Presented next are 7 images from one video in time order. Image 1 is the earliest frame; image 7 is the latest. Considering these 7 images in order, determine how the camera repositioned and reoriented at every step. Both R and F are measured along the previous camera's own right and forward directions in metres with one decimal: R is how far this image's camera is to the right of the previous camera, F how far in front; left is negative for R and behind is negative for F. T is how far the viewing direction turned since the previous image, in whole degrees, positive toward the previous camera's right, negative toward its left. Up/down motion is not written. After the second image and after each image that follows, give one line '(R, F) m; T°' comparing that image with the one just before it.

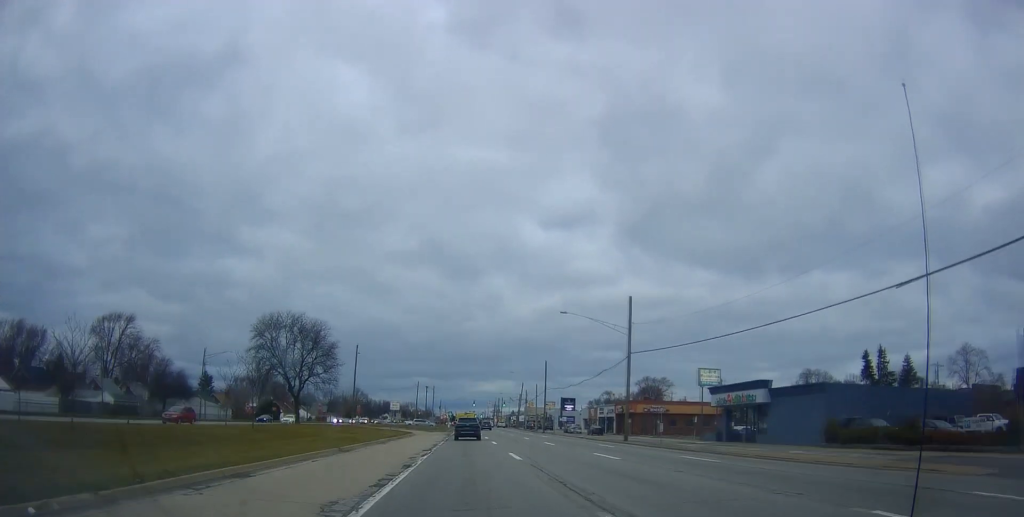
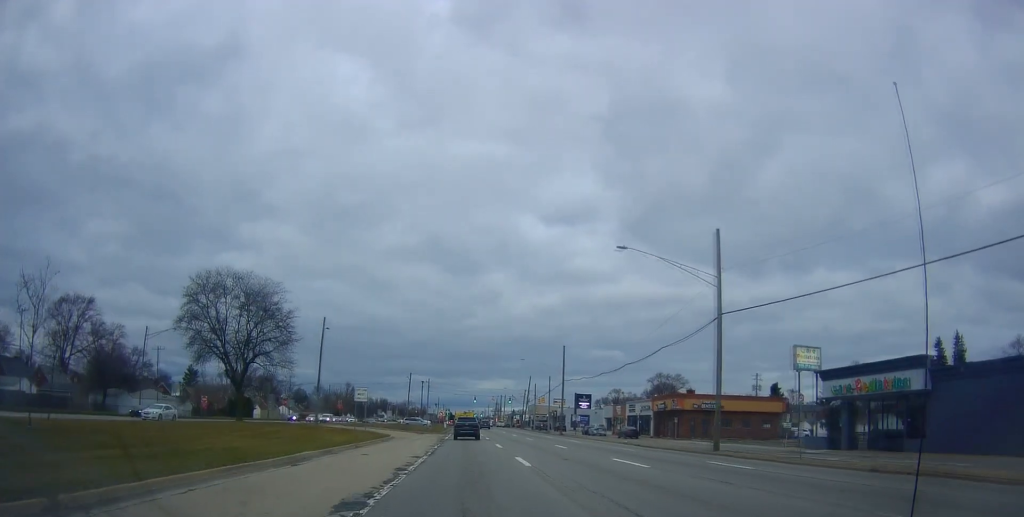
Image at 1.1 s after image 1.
(+0.3, +19.2) m; +2°
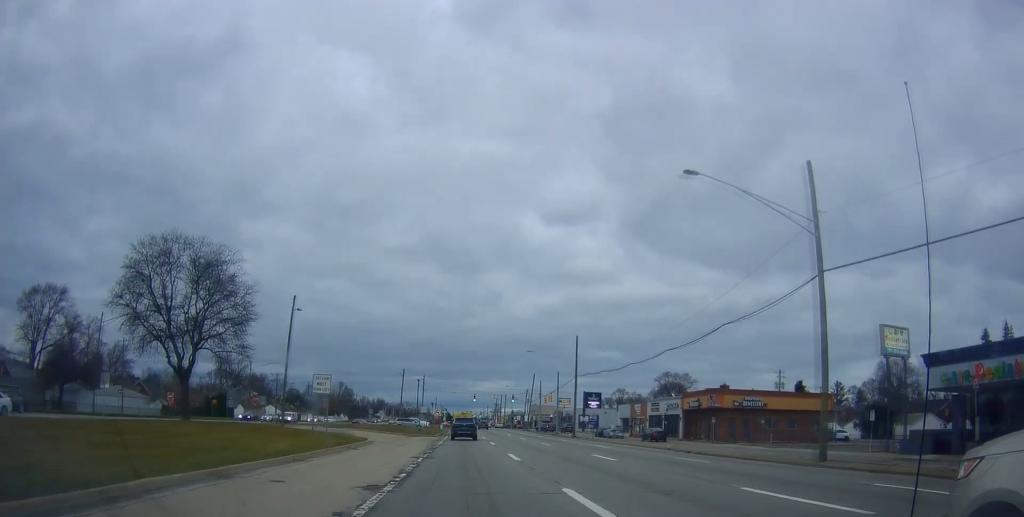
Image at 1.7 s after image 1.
(+0.2, +10.8) m; +1°
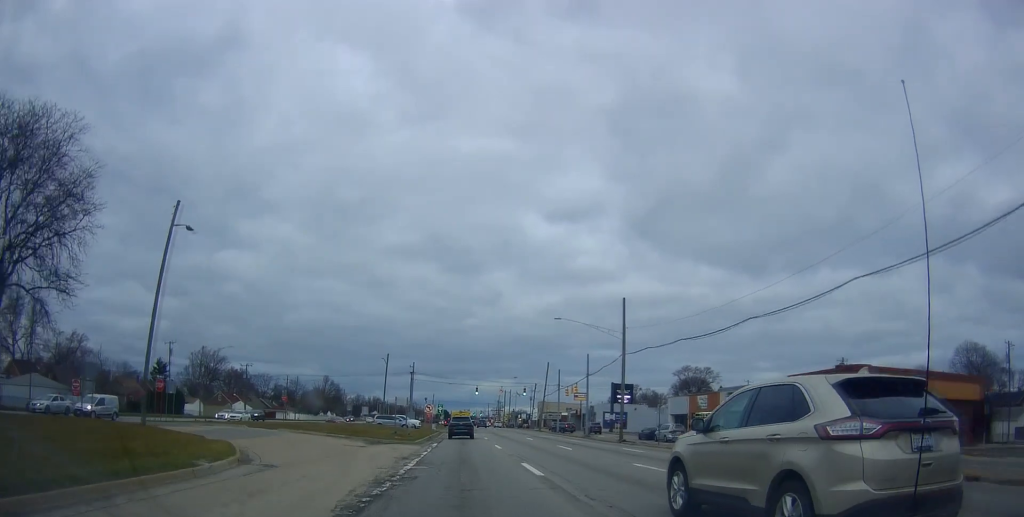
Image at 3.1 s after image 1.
(-0.7, +22.3) m; -2°
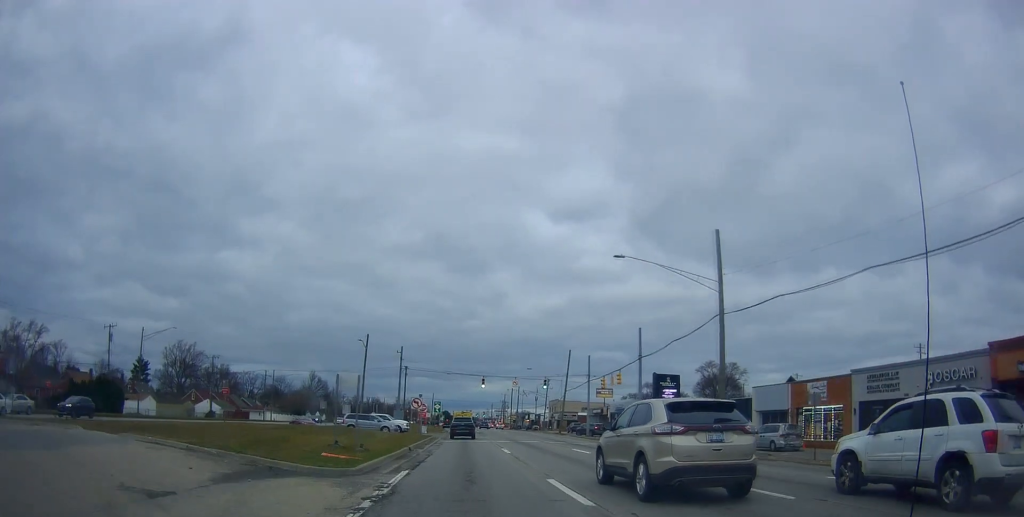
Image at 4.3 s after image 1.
(+0.2, +19.8) m; +2°
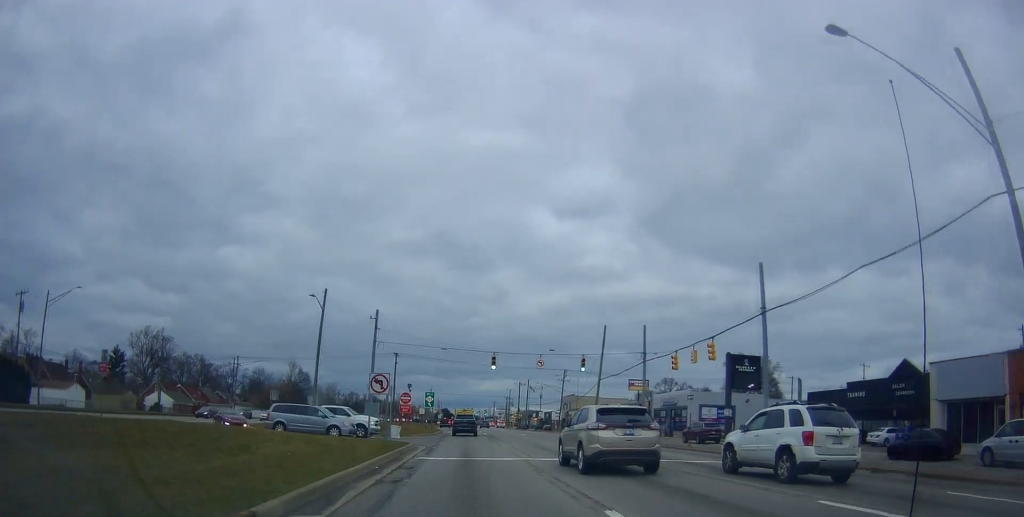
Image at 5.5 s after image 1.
(+0.2, +21.1) m; -1°
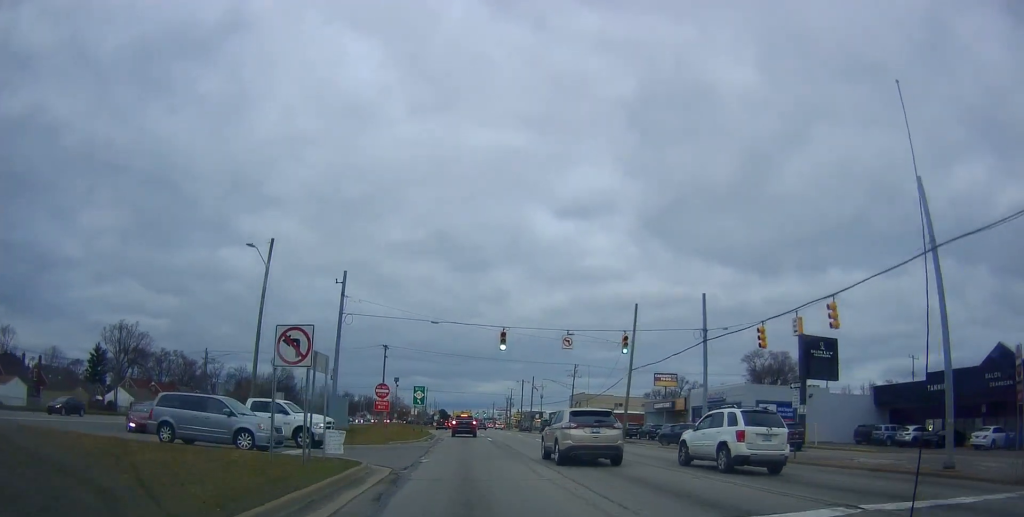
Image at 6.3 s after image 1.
(-0.3, +12.8) m; 0°
